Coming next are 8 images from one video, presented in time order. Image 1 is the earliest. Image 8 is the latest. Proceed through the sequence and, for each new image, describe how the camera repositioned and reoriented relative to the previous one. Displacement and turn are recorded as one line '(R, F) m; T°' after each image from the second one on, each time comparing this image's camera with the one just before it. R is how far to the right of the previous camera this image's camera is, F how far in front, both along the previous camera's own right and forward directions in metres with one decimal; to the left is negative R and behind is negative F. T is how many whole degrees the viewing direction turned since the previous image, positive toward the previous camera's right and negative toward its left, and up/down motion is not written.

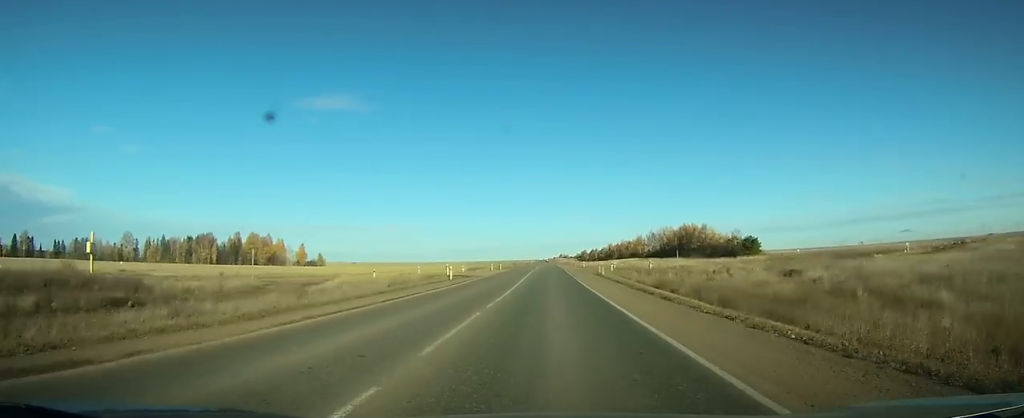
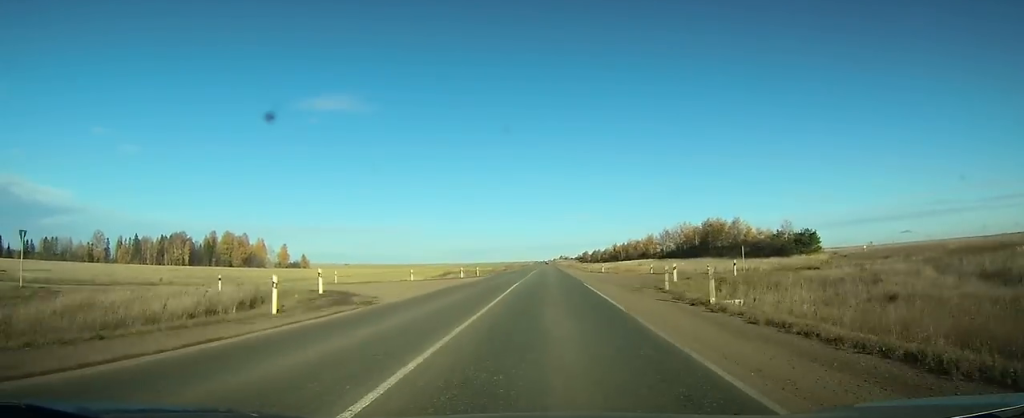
(+0.1, +30.7) m; 0°
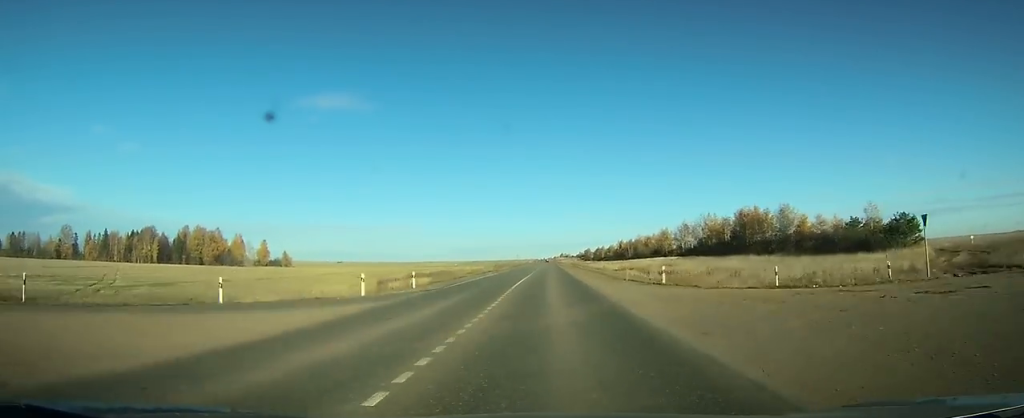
(0.0, +30.7) m; 0°
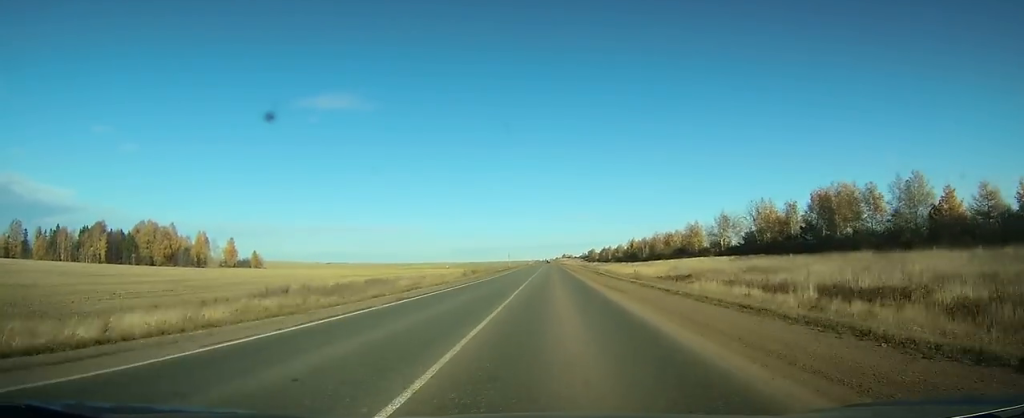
(+0.1, +42.9) m; 0°
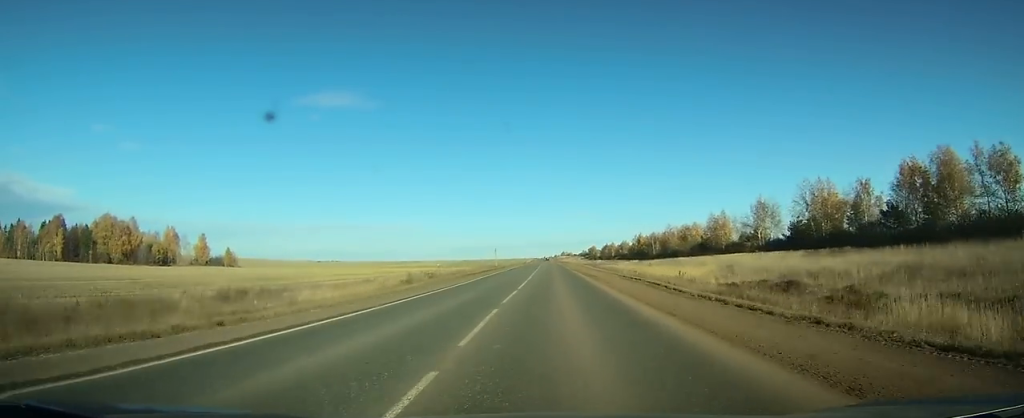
(-0.1, +28.7) m; 0°
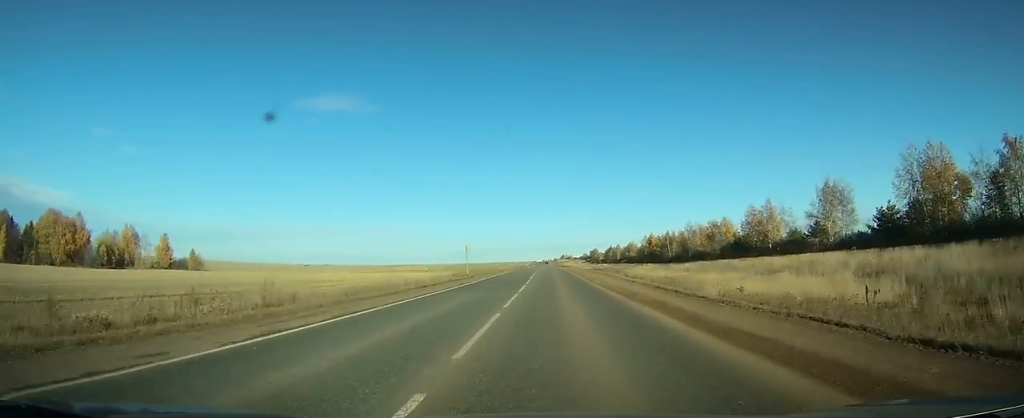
(-0.1, +32.7) m; 0°
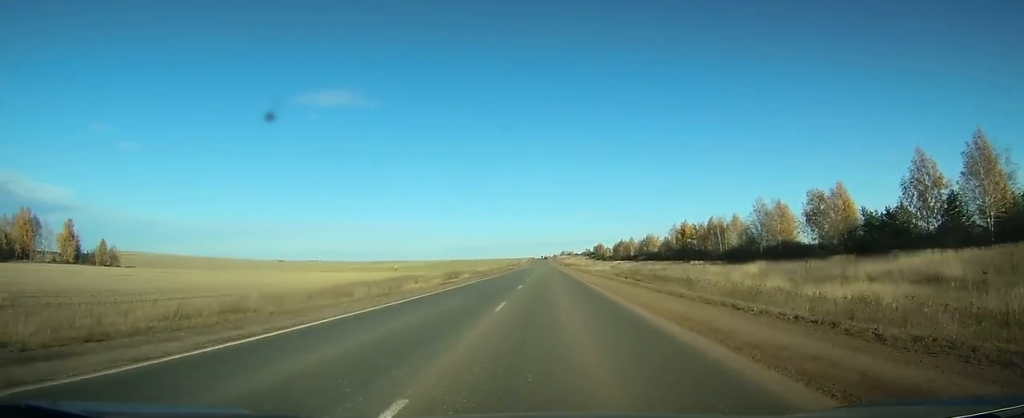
(+0.2, +63.8) m; 0°
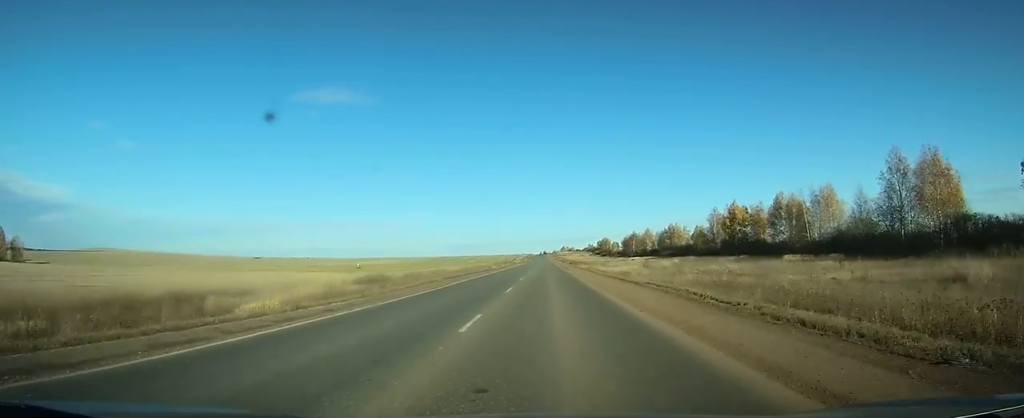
(-0.1, +51.8) m; 0°
